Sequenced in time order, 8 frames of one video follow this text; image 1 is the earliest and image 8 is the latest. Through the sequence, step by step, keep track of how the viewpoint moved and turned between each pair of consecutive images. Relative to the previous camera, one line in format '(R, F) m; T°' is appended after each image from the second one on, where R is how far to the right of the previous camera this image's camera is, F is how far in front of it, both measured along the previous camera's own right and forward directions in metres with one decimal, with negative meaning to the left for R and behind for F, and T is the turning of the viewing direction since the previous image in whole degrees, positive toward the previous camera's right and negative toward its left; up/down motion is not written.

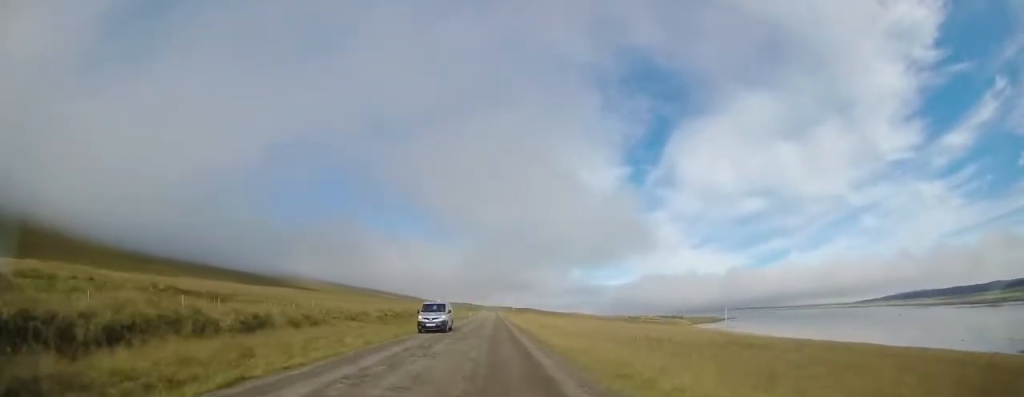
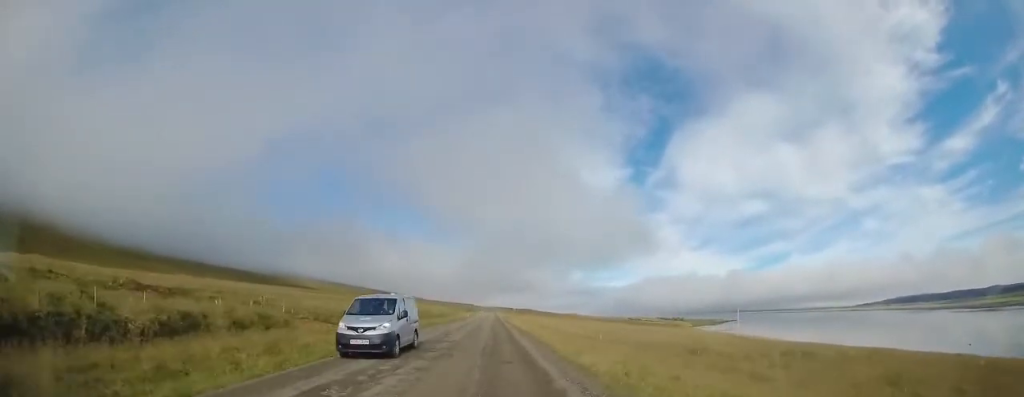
(-0.1, +7.3) m; 0°
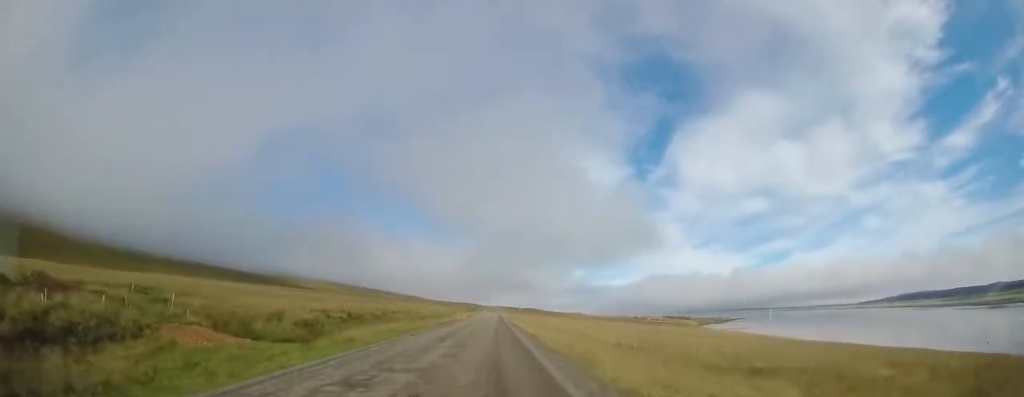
(-0.1, +15.0) m; -1°
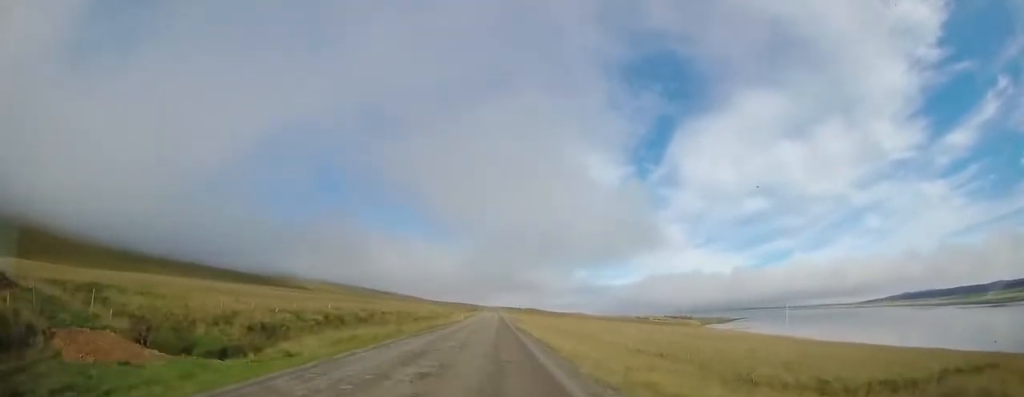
(-0.1, +6.6) m; 0°
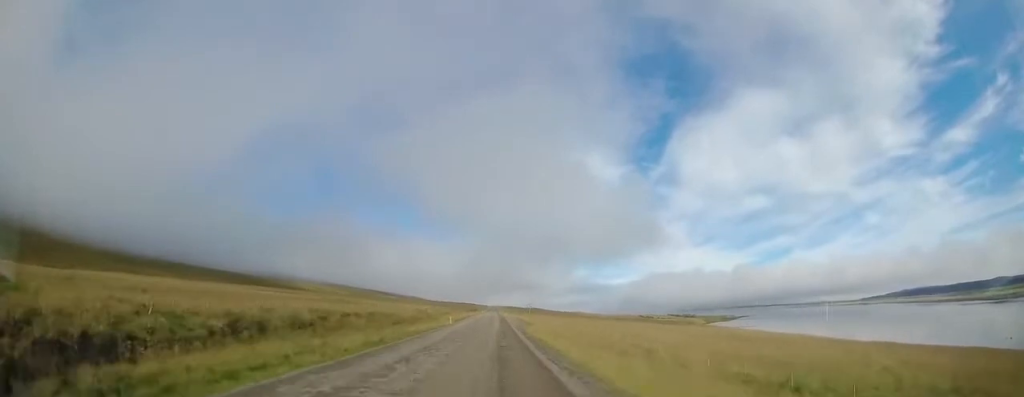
(+0.1, +14.8) m; -1°
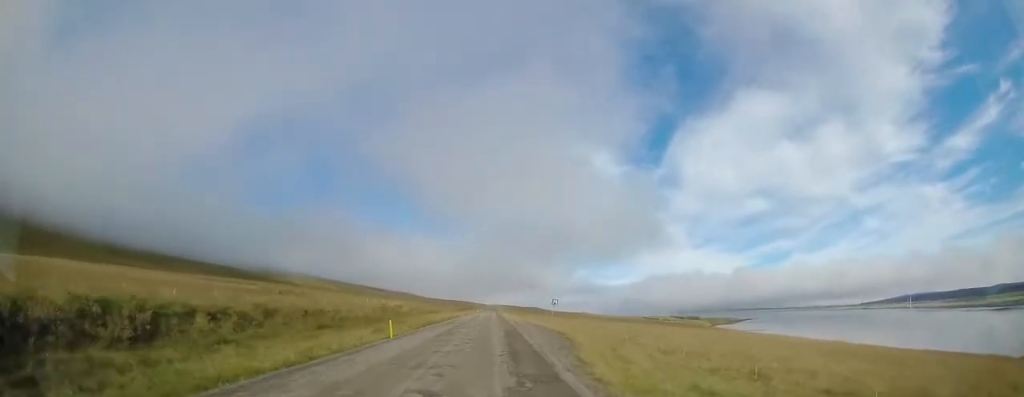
(-0.4, +24.3) m; -1°
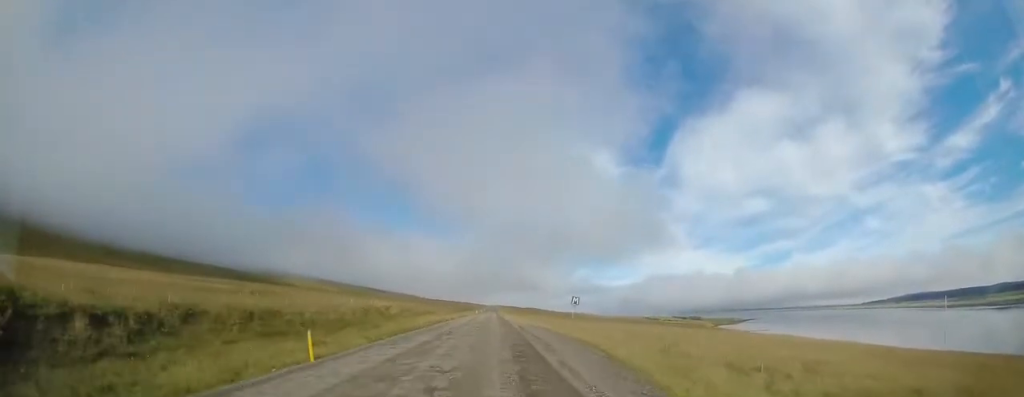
(+0.1, +8.3) m; +1°
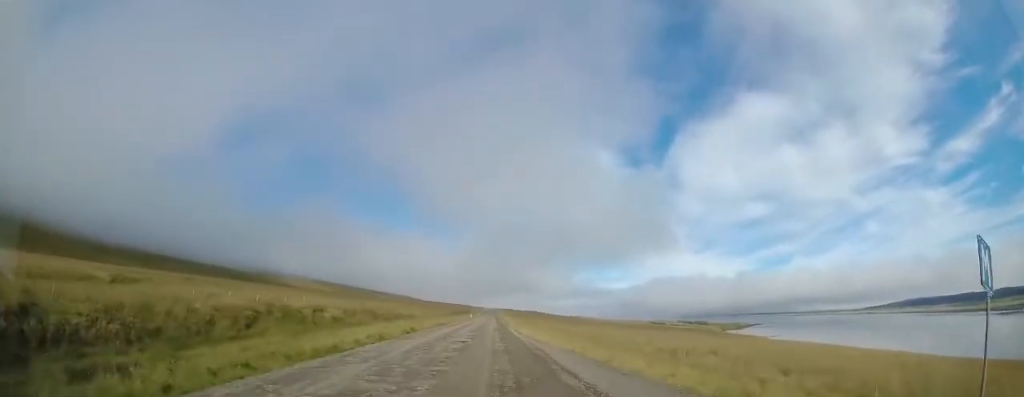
(+0.3, +23.4) m; +1°
